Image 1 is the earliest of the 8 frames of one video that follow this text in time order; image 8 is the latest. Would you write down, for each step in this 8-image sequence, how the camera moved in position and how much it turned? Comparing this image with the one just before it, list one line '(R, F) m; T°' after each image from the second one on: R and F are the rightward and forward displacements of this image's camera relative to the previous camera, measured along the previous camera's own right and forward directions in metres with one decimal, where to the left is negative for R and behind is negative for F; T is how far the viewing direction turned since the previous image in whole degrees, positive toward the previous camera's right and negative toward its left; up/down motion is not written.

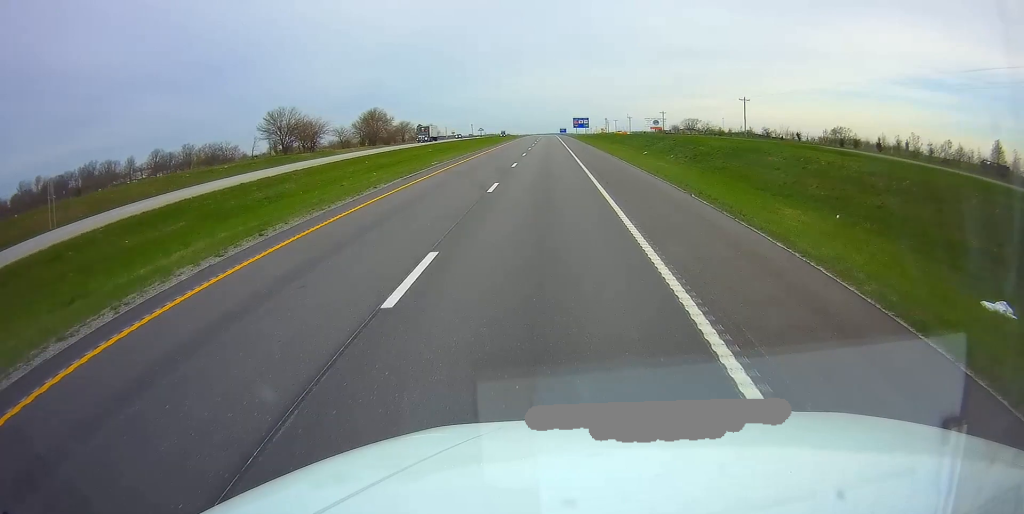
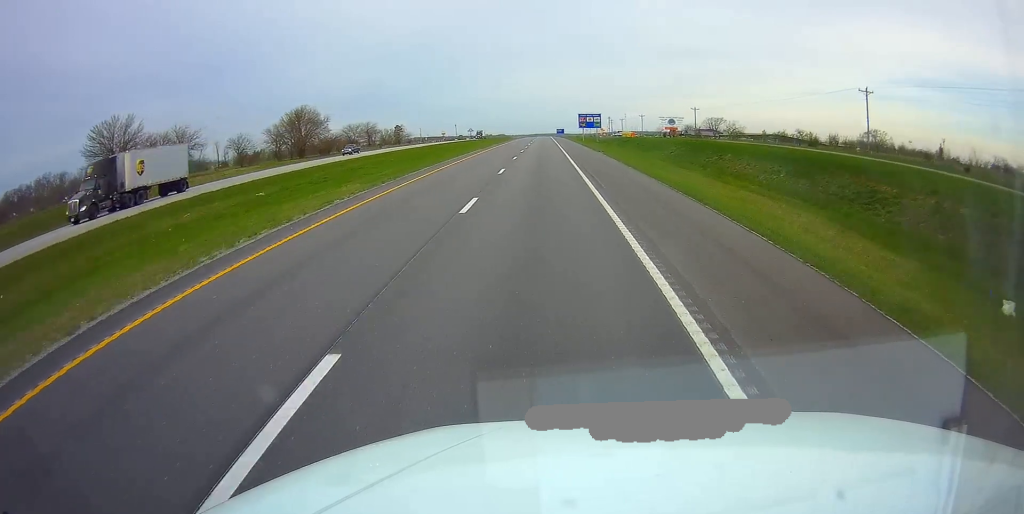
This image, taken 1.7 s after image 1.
(+0.1, +52.9) m; 0°
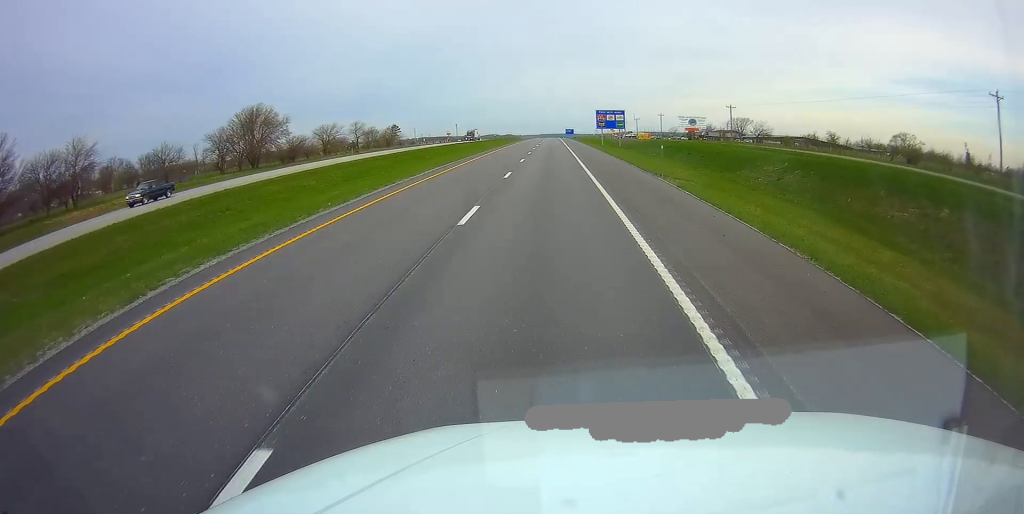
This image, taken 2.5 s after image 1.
(-0.2, +25.8) m; 0°
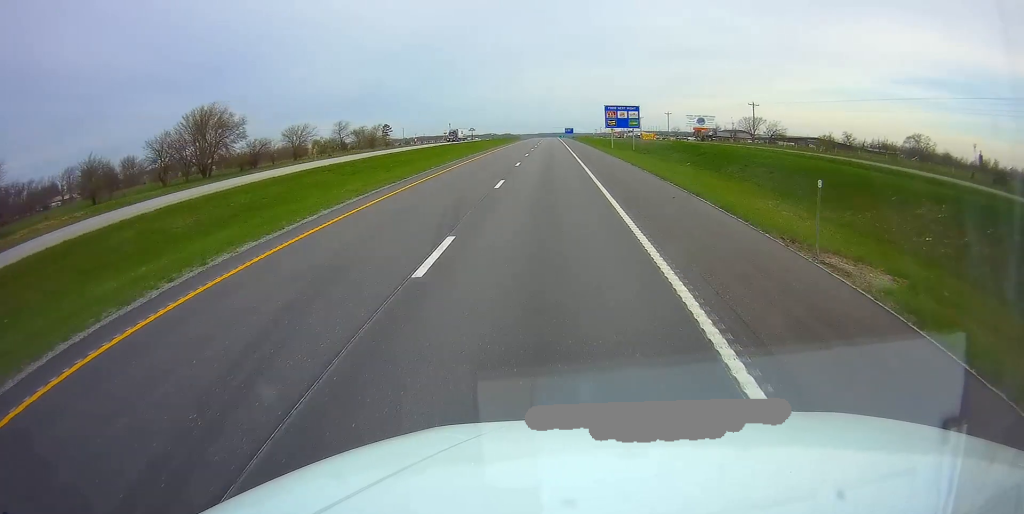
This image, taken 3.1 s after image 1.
(0.0, +16.6) m; 0°
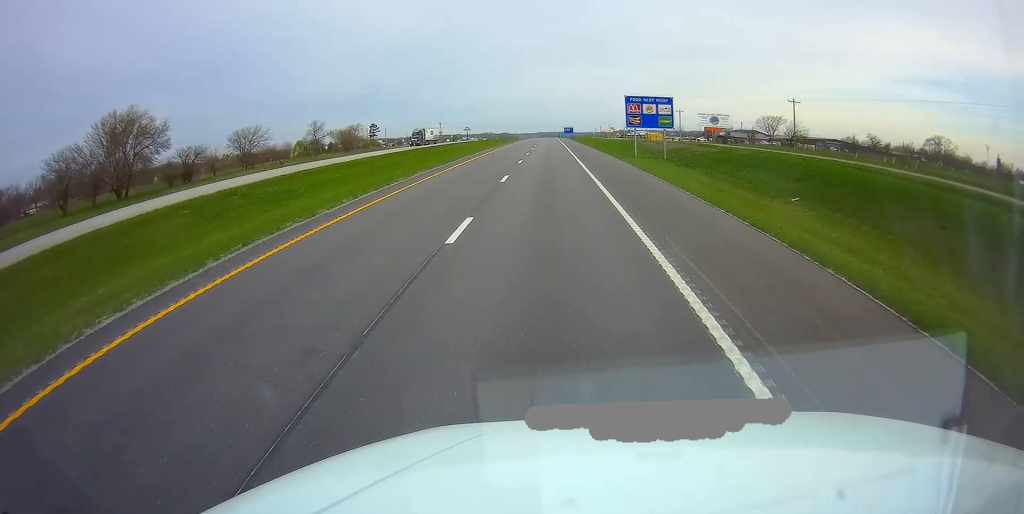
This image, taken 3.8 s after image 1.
(+0.1, +21.8) m; 0°
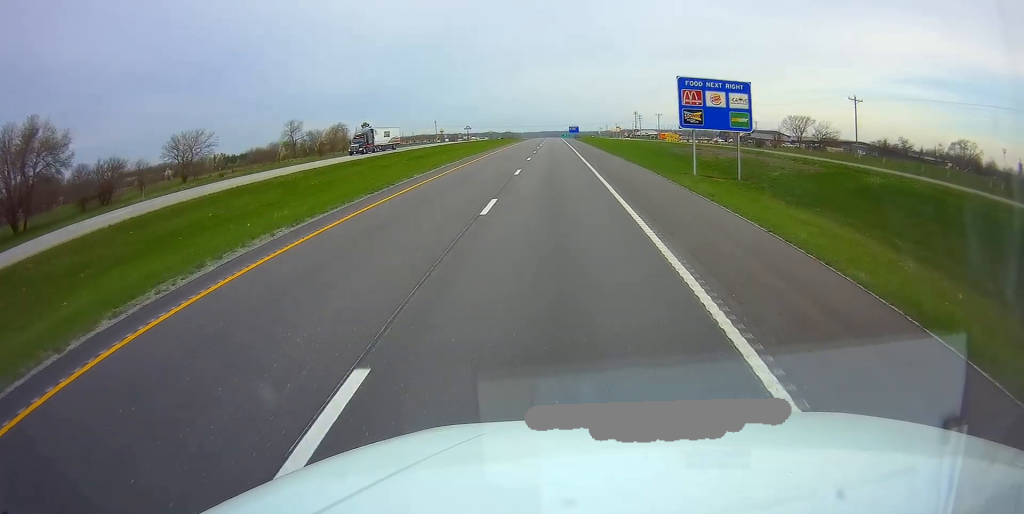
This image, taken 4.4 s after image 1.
(-0.1, +20.7) m; 0°
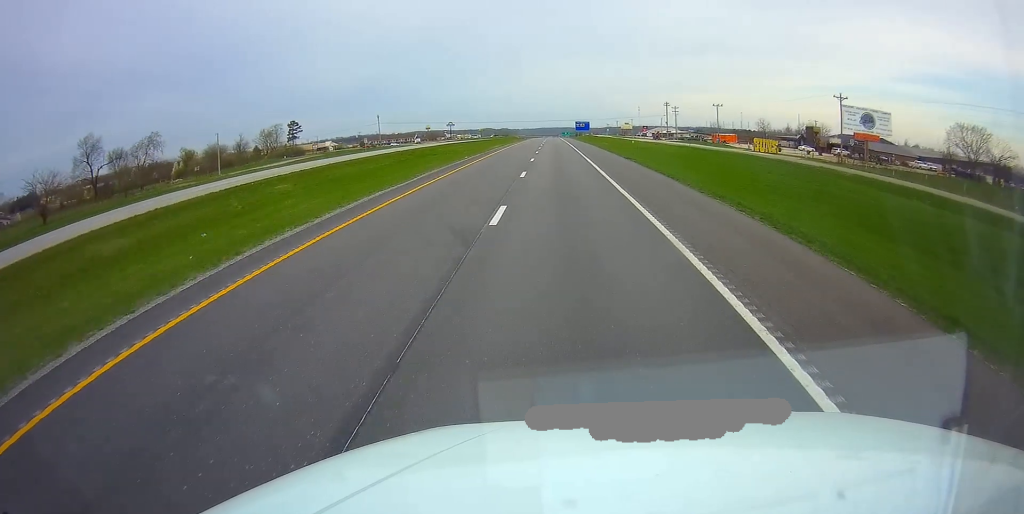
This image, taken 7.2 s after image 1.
(+0.5, +86.3) m; 0°
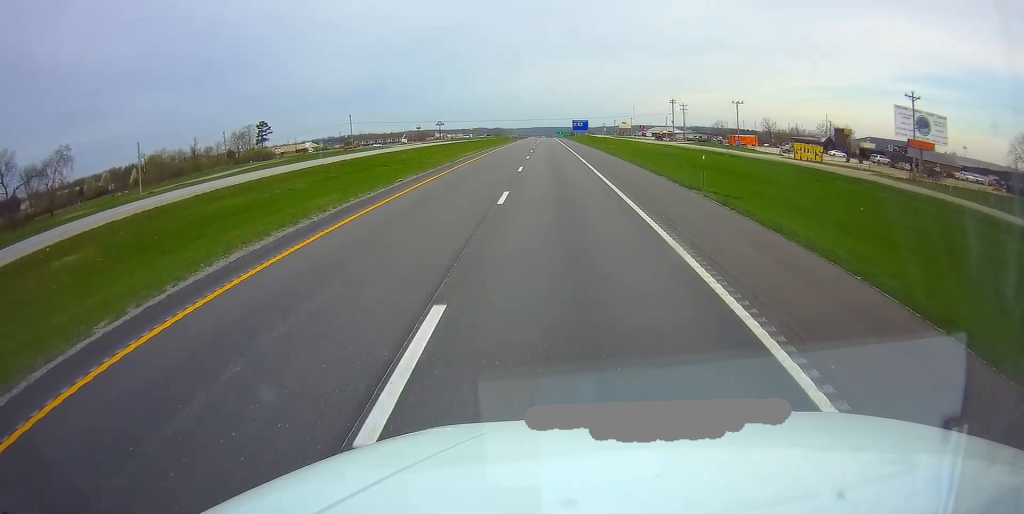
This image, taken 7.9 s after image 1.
(0.0, +20.8) m; 0°
